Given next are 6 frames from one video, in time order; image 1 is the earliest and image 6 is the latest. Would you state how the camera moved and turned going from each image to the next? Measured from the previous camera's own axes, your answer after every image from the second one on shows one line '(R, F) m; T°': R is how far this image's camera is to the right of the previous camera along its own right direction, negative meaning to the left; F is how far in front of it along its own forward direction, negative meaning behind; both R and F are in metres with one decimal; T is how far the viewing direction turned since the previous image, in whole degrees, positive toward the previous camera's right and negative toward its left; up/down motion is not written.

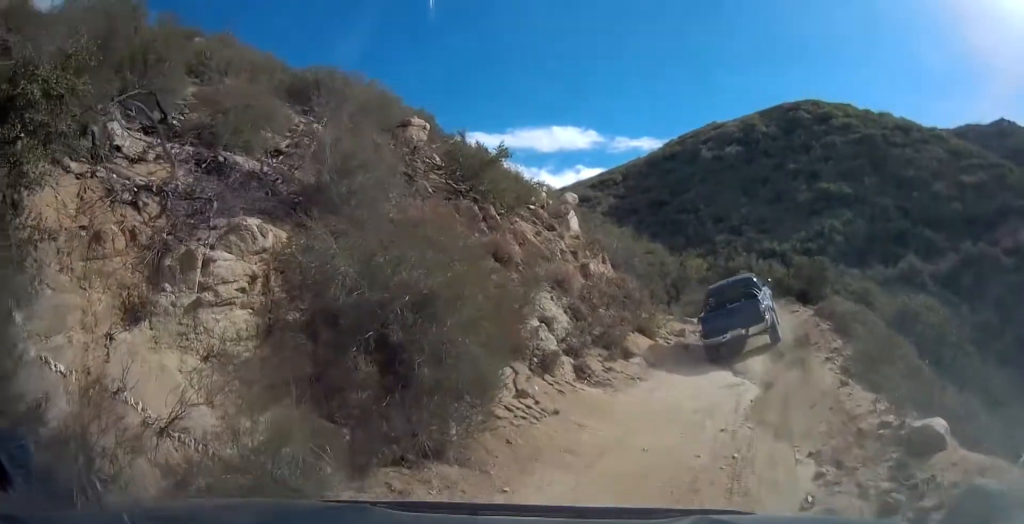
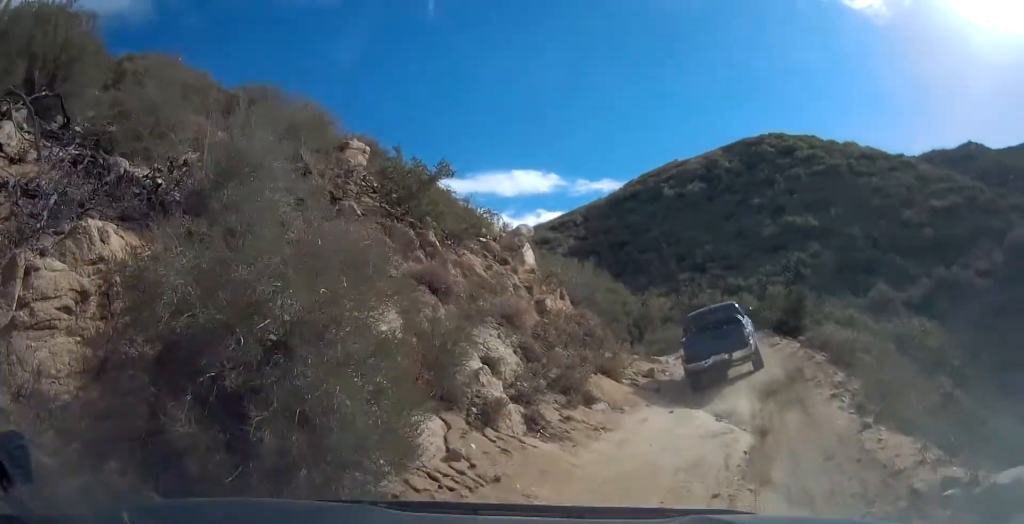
(+0.1, +2.1) m; +3°
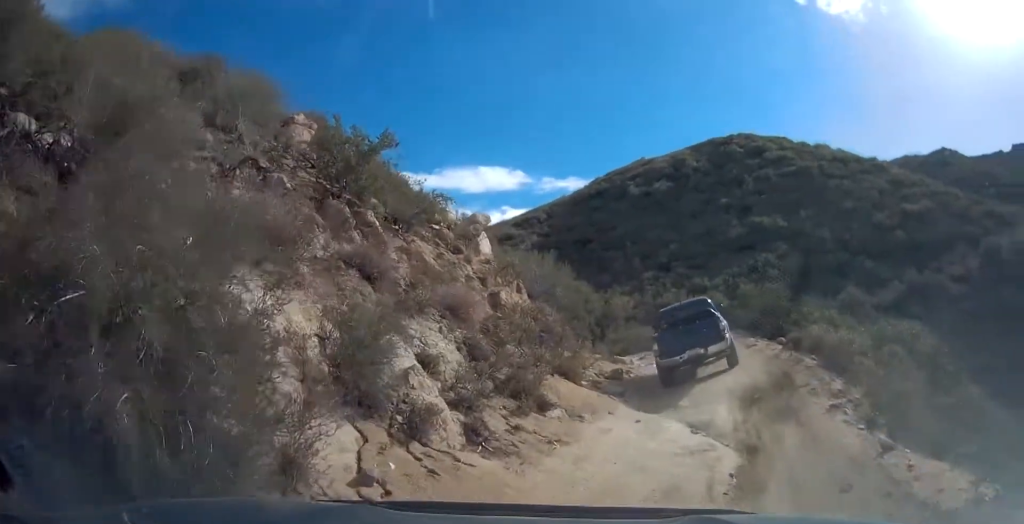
(+0.3, +1.6) m; +1°
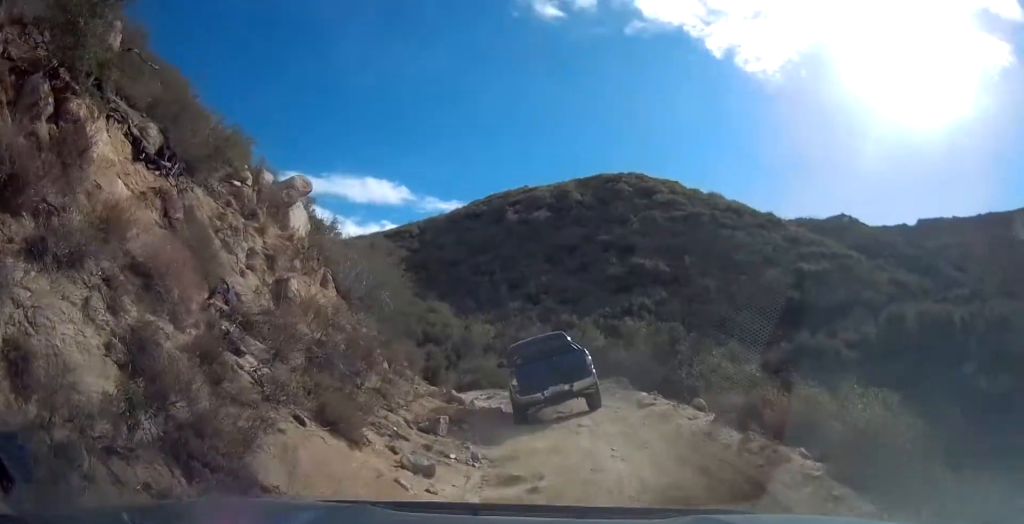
(-0.1, +5.3) m; +9°
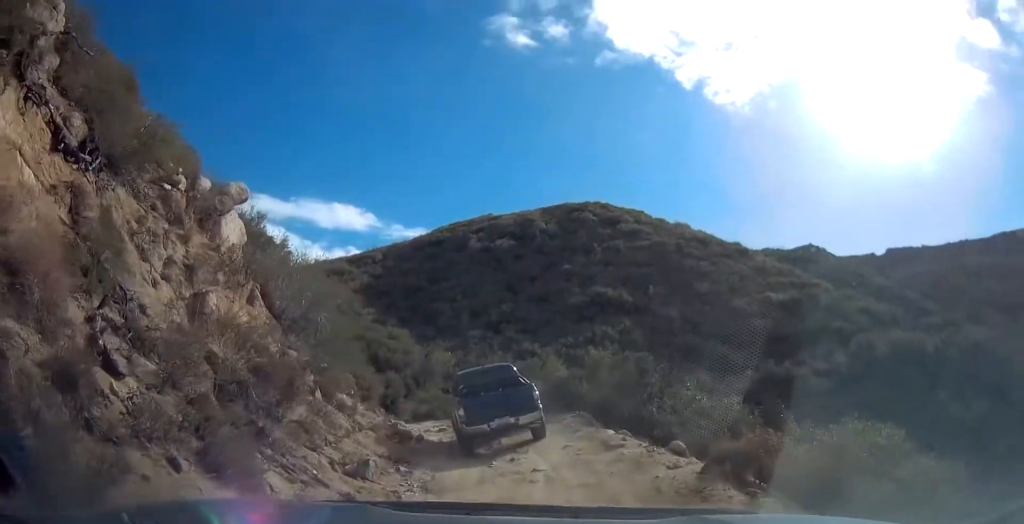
(0.0, +1.9) m; +12°
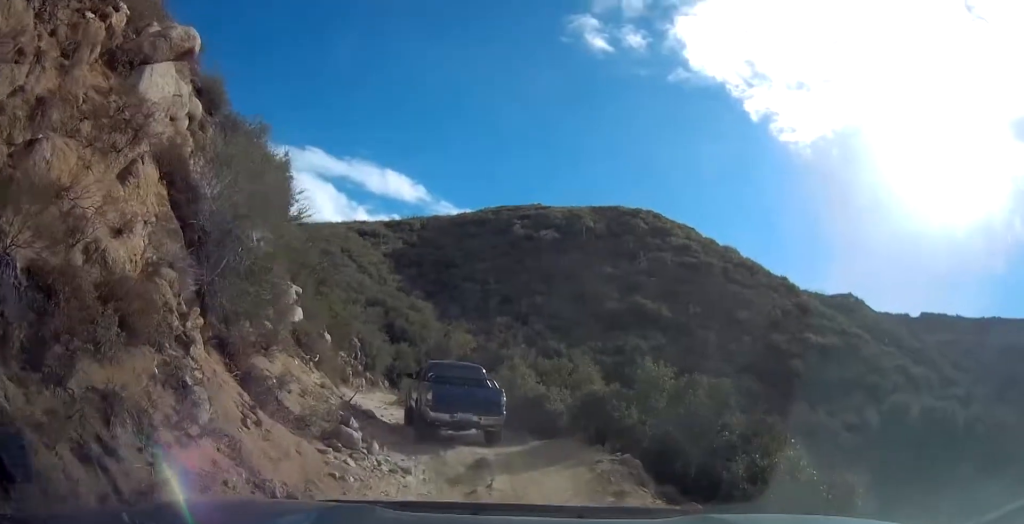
(+0.3, +5.4) m; -11°
